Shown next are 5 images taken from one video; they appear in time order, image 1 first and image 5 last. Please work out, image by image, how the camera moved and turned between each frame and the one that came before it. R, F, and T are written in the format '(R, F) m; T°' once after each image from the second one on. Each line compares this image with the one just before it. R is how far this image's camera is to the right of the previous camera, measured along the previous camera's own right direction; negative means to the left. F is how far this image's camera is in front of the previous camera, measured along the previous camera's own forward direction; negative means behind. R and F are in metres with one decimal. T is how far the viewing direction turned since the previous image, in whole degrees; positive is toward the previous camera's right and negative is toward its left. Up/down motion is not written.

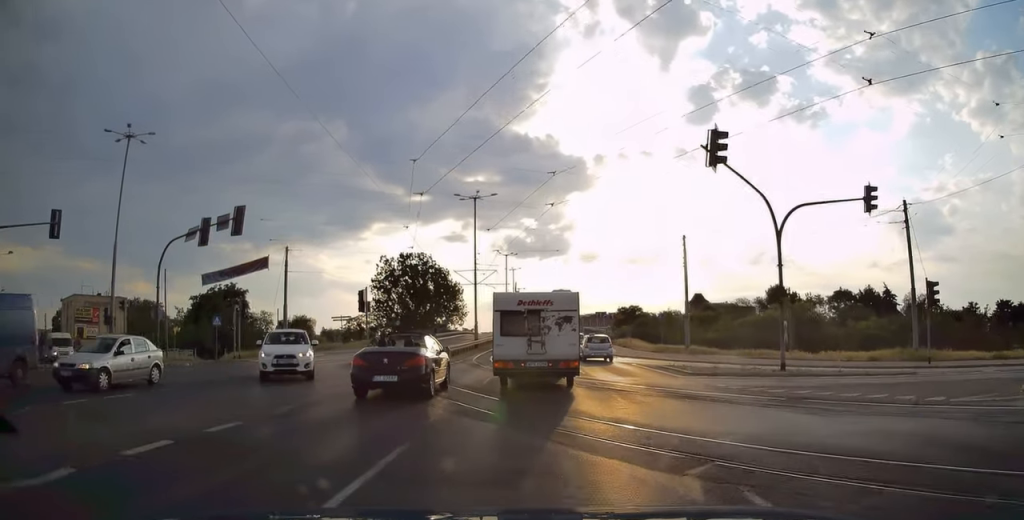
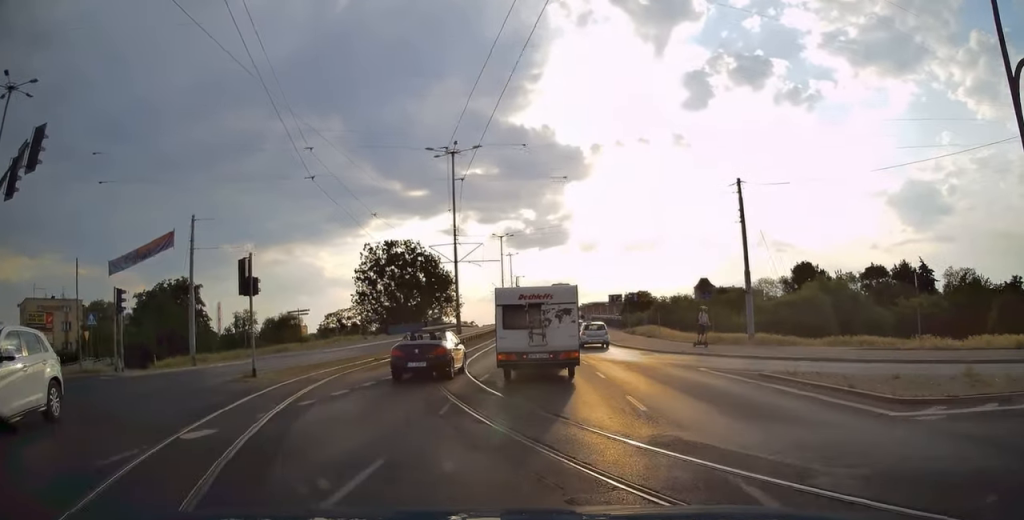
(0.0, +13.9) m; 0°
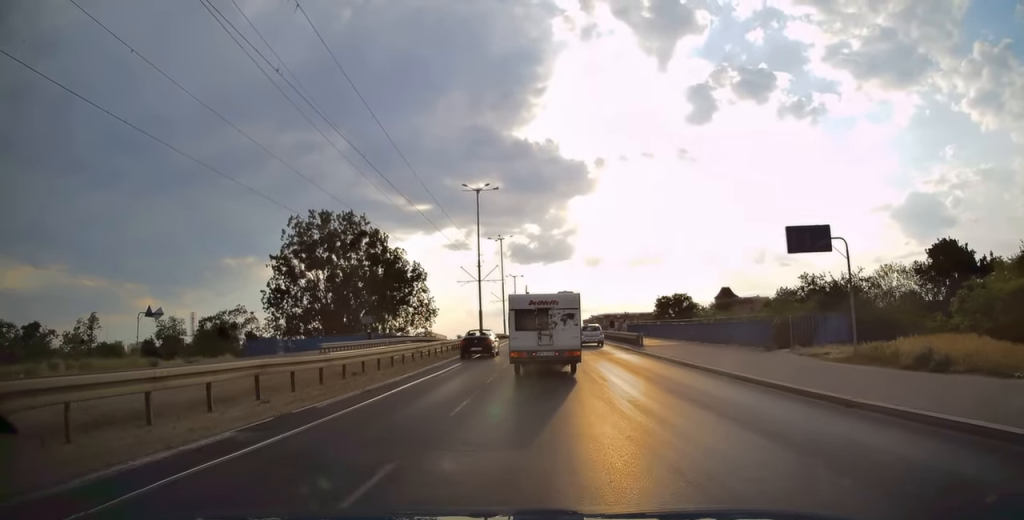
(-0.3, +43.2) m; 0°
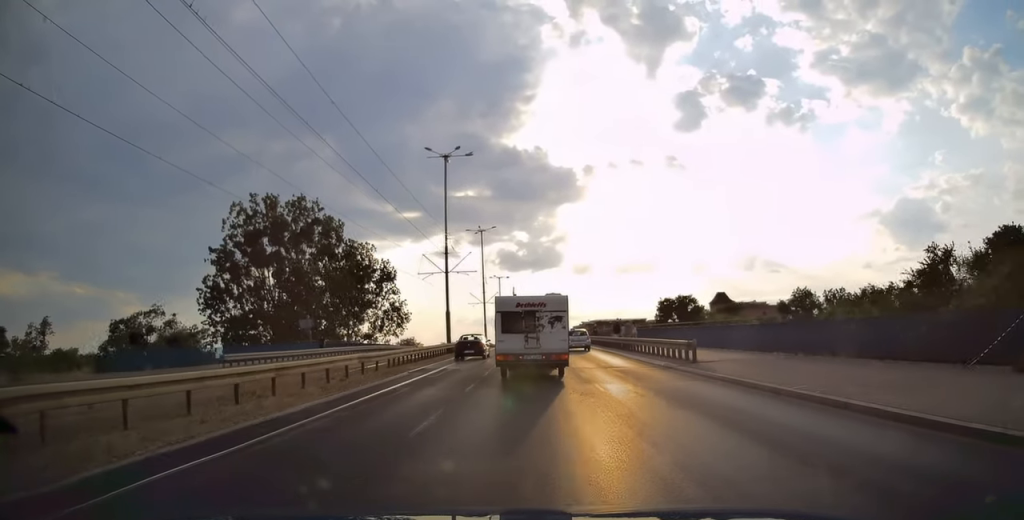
(-0.1, +14.0) m; -1°
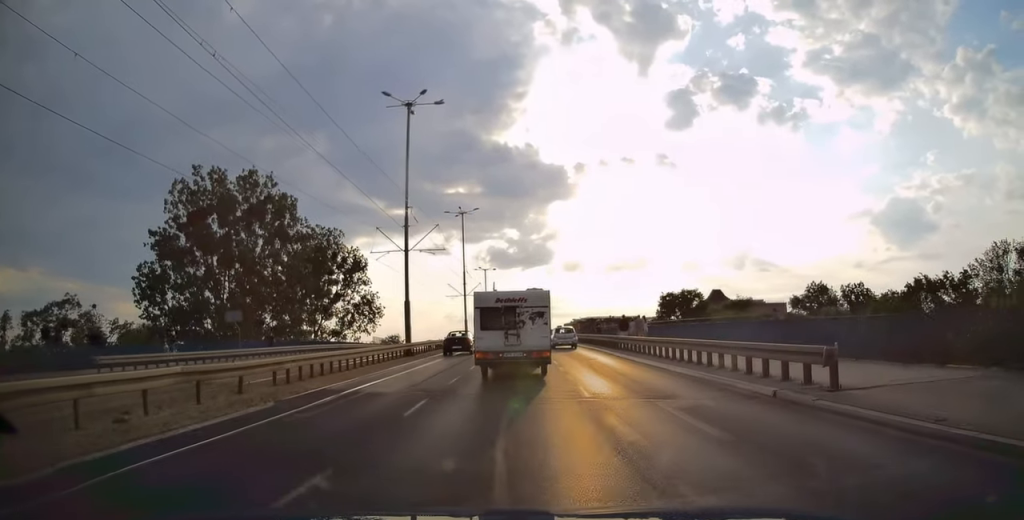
(0.0, +10.5) m; 0°
